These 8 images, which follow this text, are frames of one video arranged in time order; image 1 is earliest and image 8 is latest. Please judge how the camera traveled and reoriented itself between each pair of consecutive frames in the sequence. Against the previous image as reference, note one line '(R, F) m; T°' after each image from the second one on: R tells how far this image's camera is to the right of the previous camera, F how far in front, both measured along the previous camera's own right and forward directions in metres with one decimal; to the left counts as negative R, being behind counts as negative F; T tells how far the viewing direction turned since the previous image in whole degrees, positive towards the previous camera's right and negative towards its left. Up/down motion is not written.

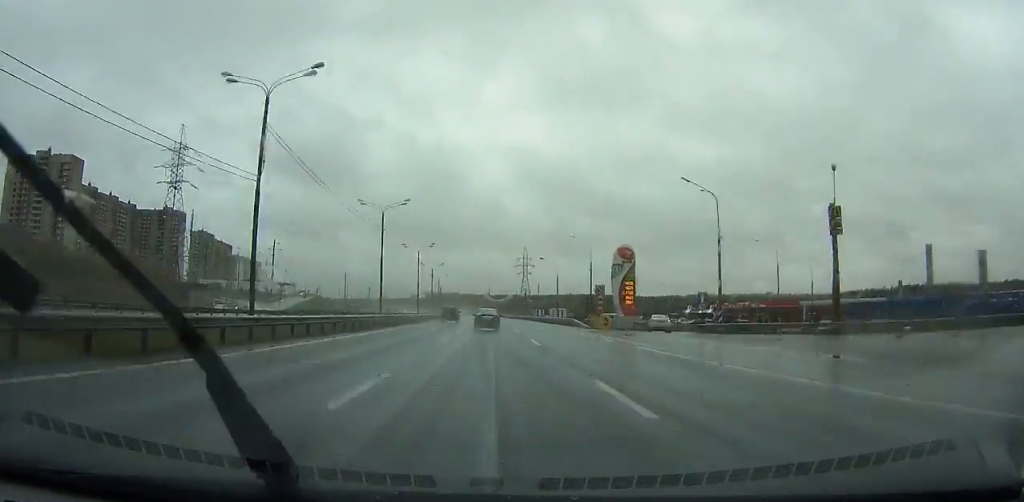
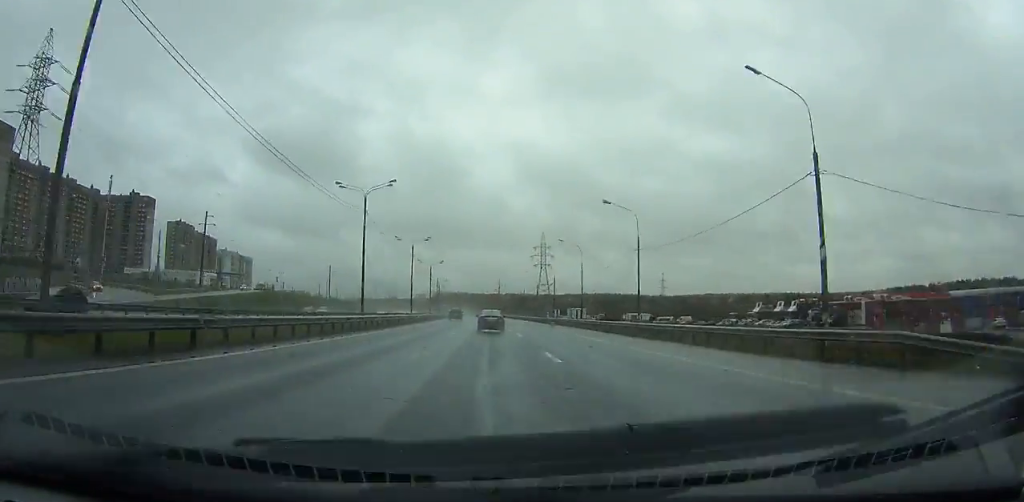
(-0.6, +55.6) m; -1°
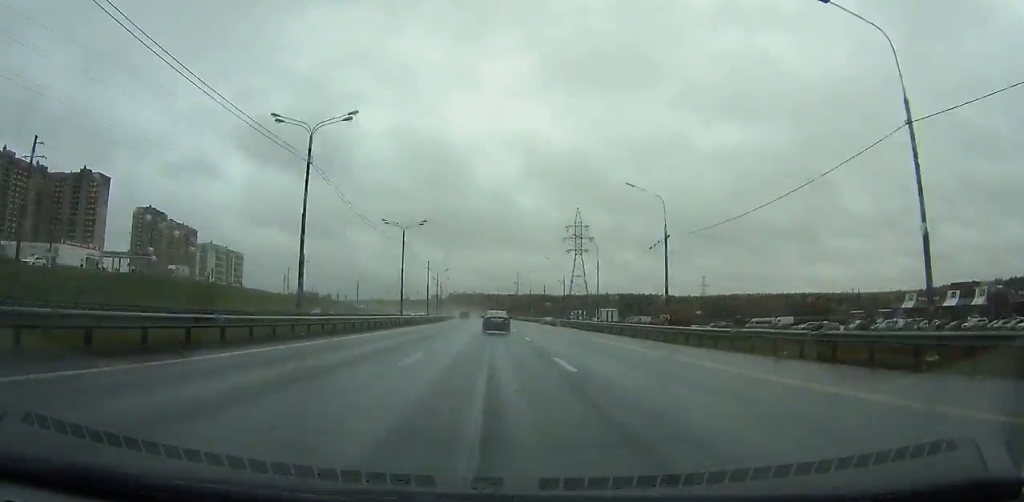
(-0.5, +65.5) m; -1°
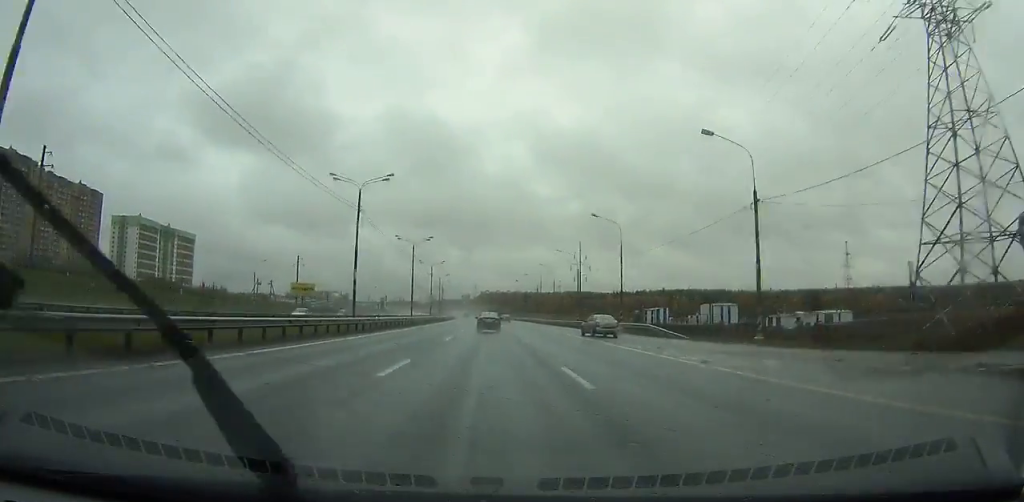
(-2.9, +166.0) m; -3°
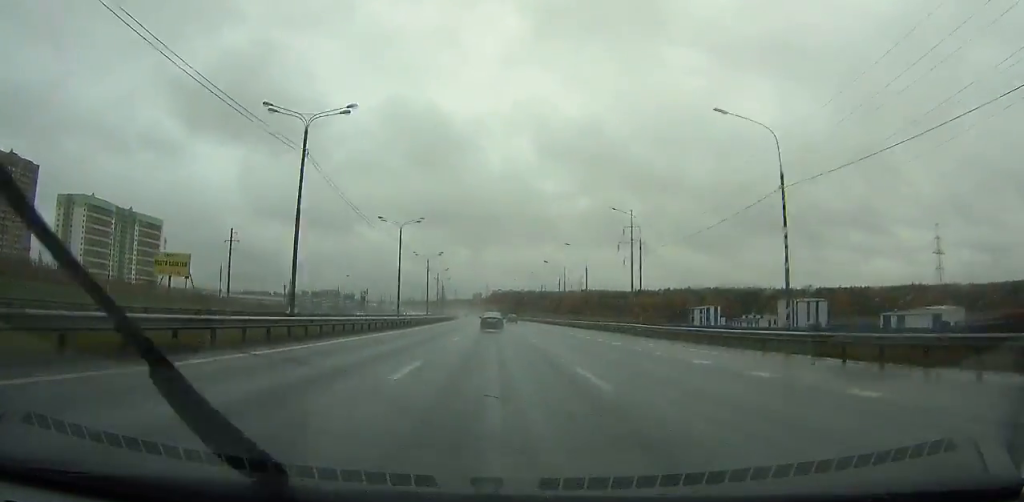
(-1.1, +64.1) m; -2°
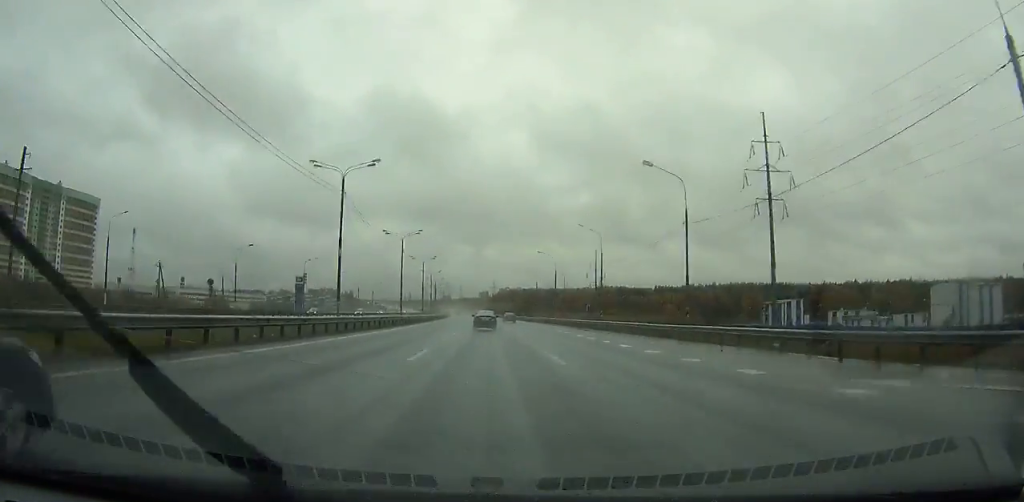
(-0.9, +76.7) m; -1°
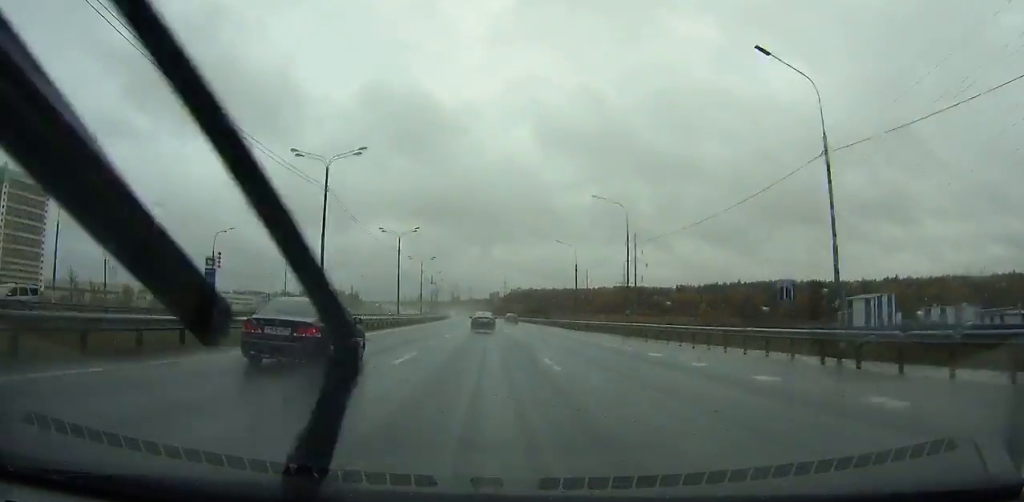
(-0.4, +49.3) m; -1°
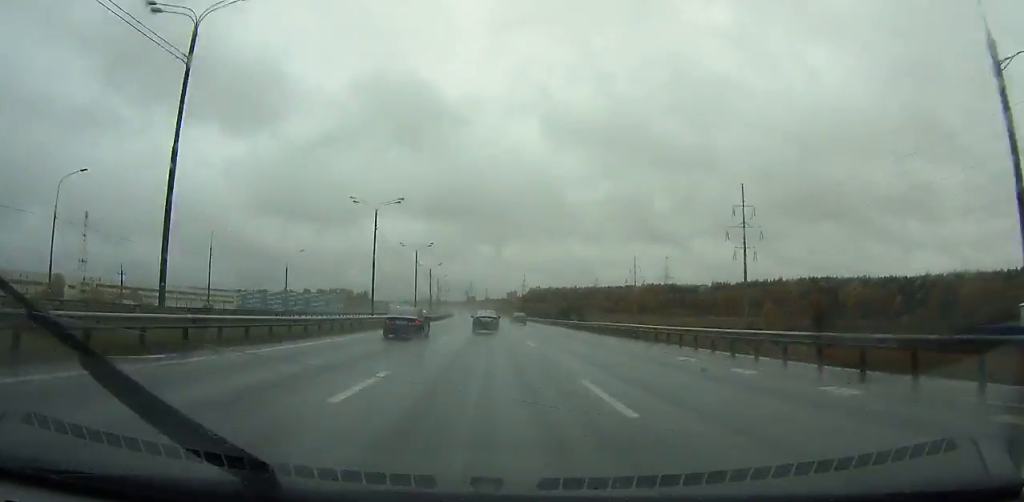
(-0.9, +69.8) m; -1°
